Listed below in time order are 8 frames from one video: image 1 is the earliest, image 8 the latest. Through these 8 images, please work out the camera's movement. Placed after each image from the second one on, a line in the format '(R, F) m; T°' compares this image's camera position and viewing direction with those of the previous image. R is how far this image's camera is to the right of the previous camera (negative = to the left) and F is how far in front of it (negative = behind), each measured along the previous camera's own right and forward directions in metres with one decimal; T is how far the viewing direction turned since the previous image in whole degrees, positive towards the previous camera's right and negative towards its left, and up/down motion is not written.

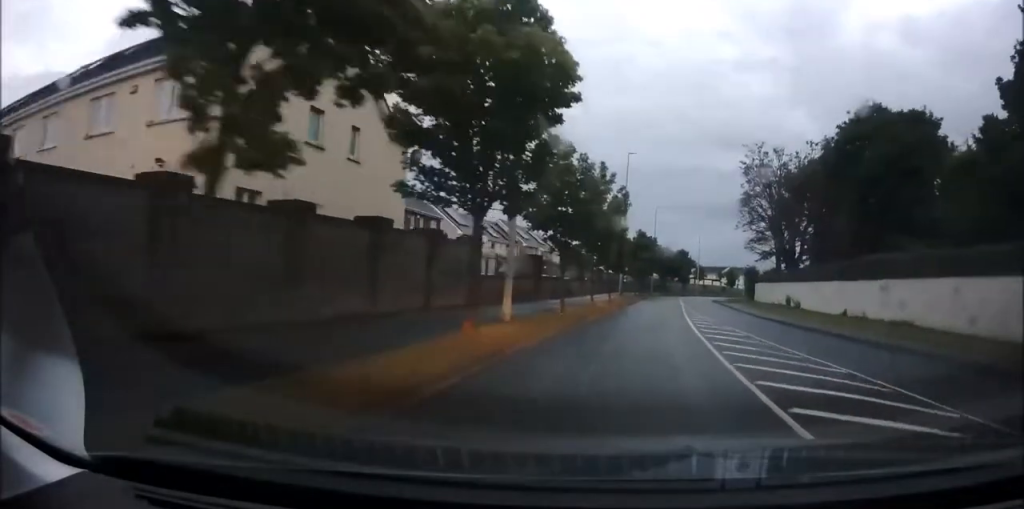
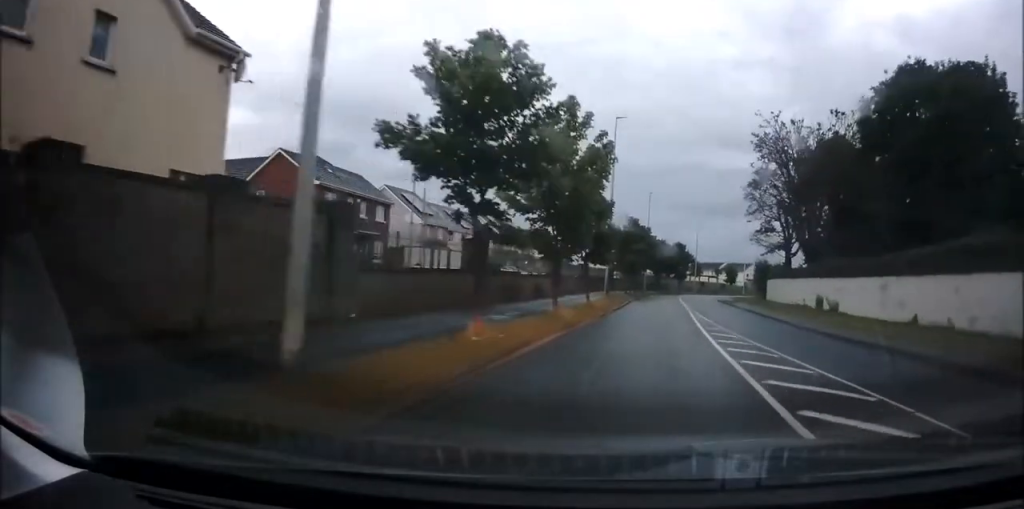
(-0.1, +9.9) m; +1°
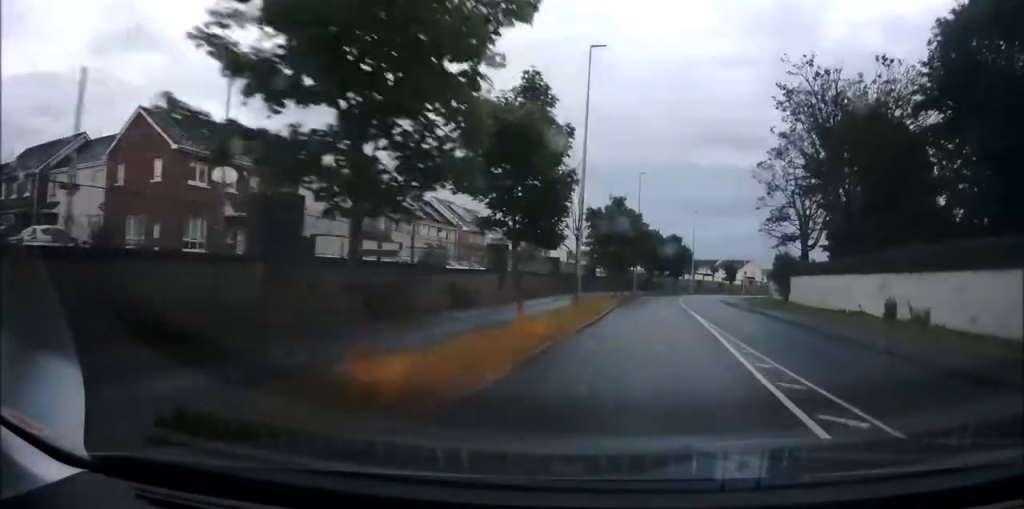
(+0.3, +11.9) m; +2°
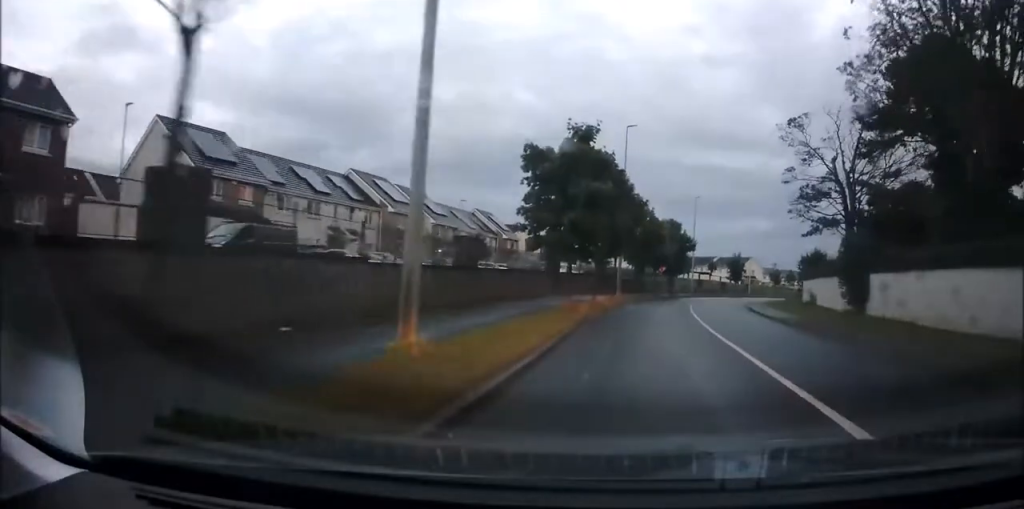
(+0.3, +17.4) m; +1°
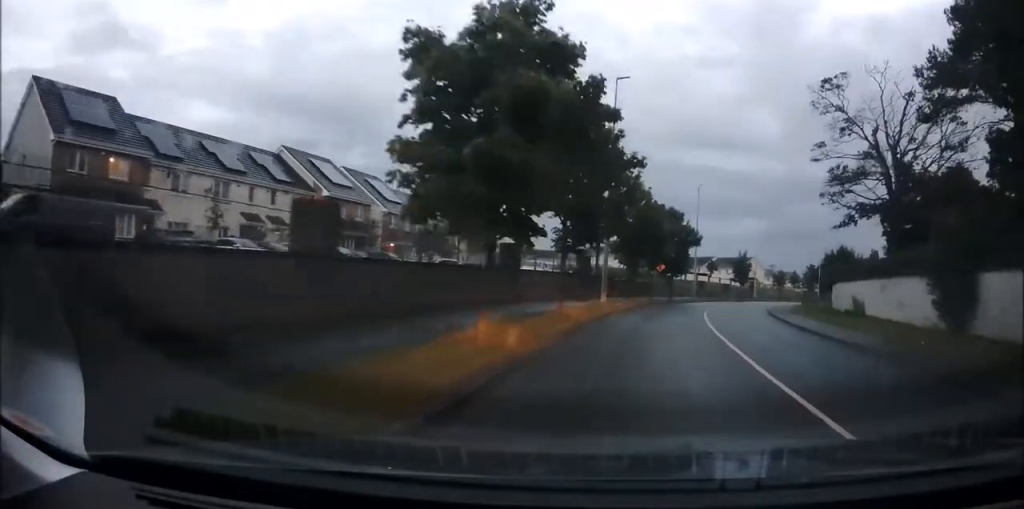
(+0.1, +10.2) m; +2°
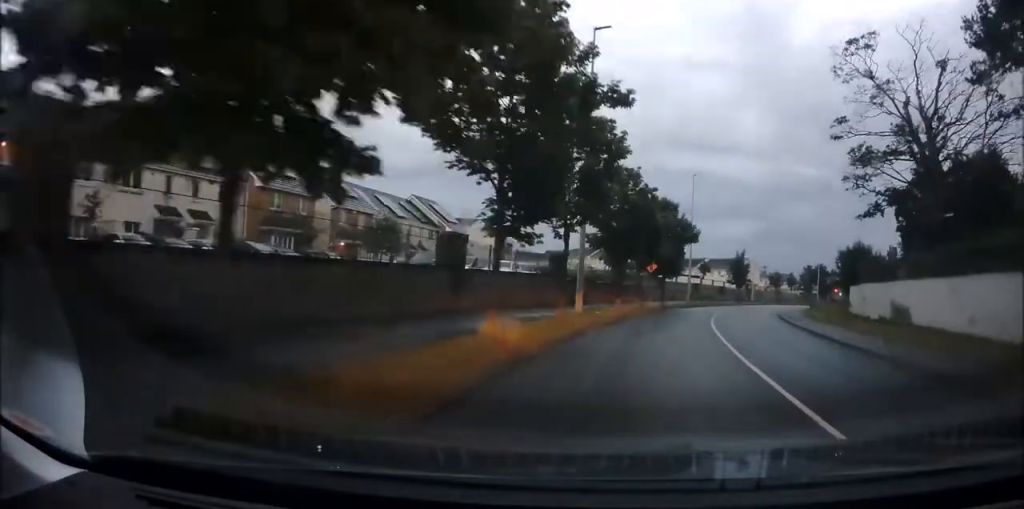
(0.0, +6.8) m; +2°
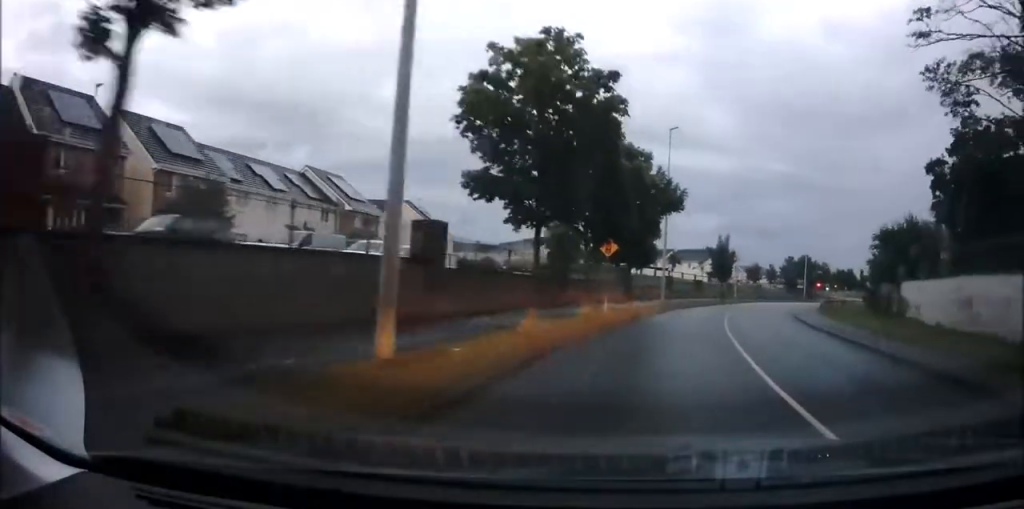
(+0.6, +14.8) m; +4°
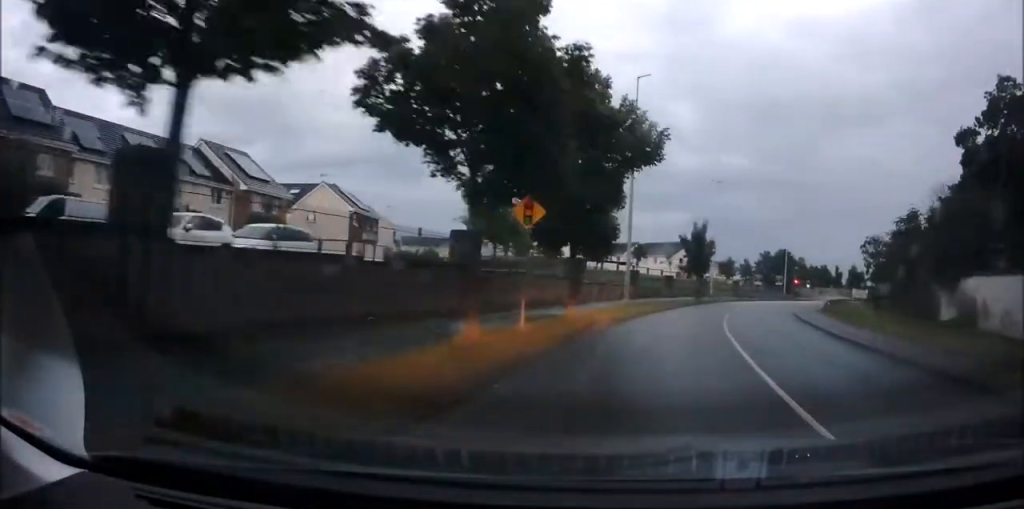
(0.0, +9.7) m; +4°
